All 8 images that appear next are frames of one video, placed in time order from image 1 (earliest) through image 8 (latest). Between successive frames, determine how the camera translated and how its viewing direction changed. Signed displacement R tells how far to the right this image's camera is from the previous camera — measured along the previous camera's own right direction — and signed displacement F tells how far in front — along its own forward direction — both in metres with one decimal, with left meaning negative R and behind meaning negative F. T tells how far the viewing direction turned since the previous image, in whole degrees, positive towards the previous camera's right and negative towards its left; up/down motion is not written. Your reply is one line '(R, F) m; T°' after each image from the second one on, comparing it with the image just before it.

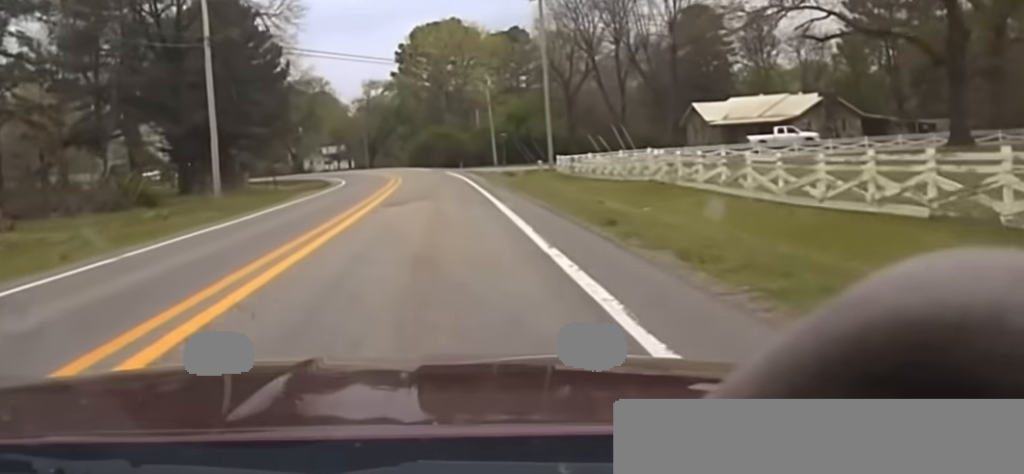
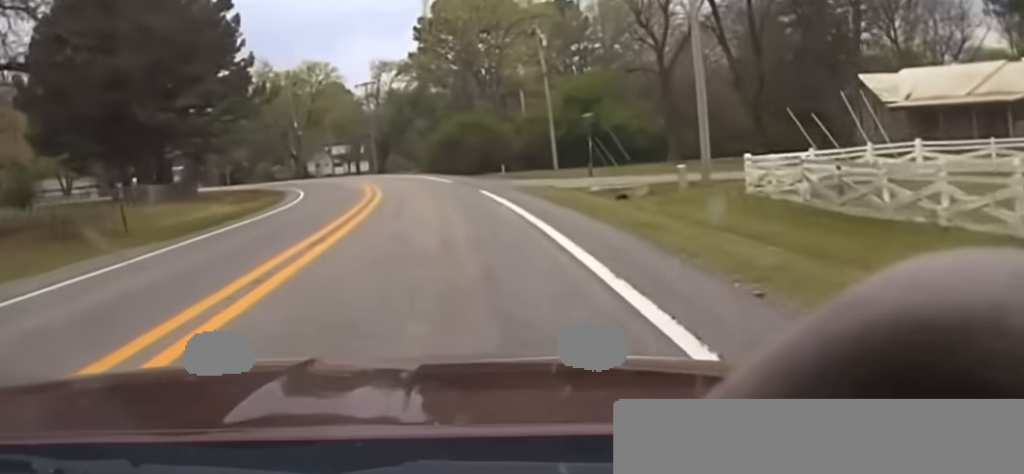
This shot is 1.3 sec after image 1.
(+0.7, +44.1) m; -4°
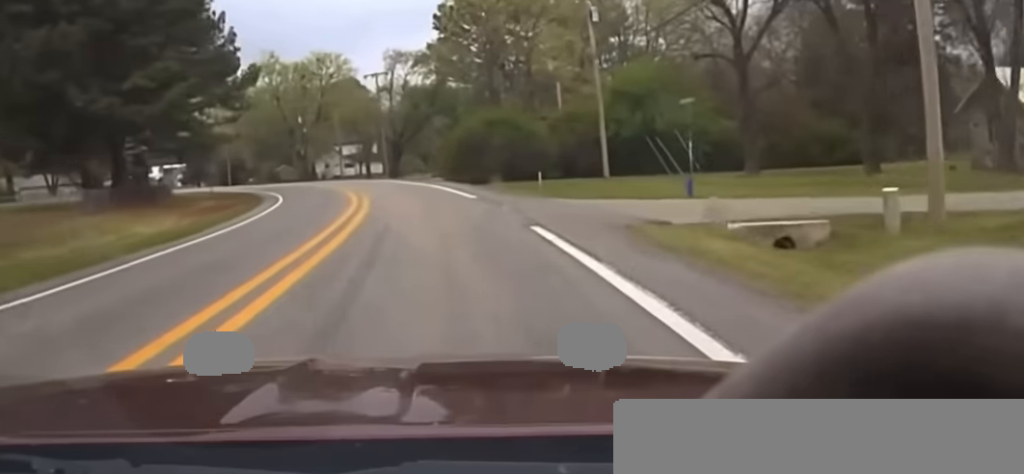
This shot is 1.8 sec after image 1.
(-1.6, +16.6) m; -4°
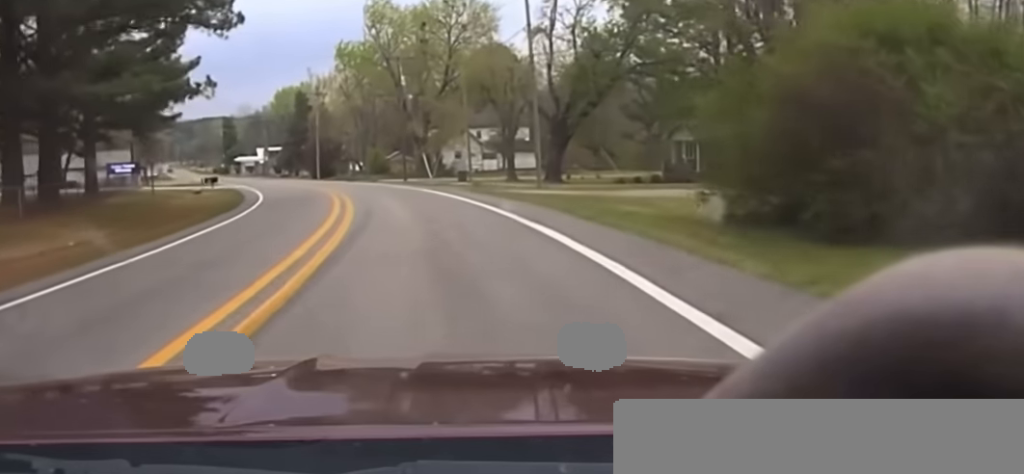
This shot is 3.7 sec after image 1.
(-3.8, +53.6) m; -7°
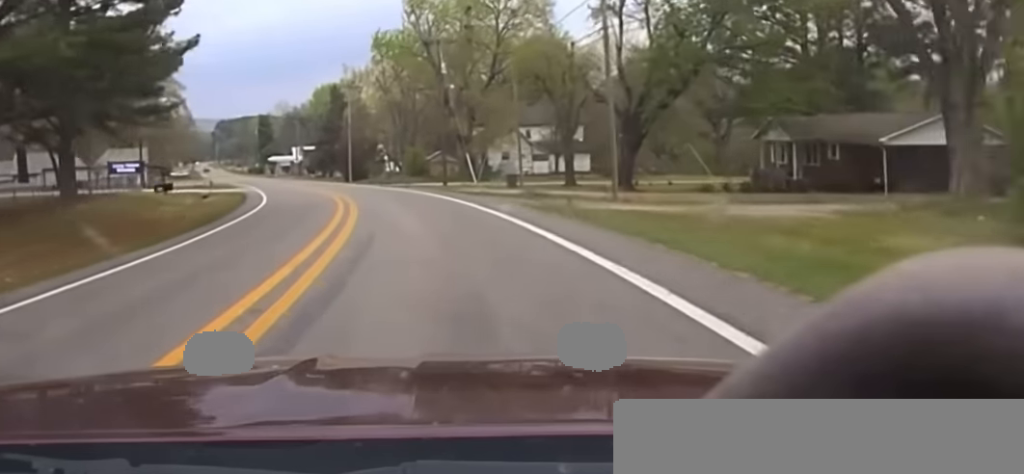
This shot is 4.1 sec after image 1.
(-0.1, +12.5) m; -2°
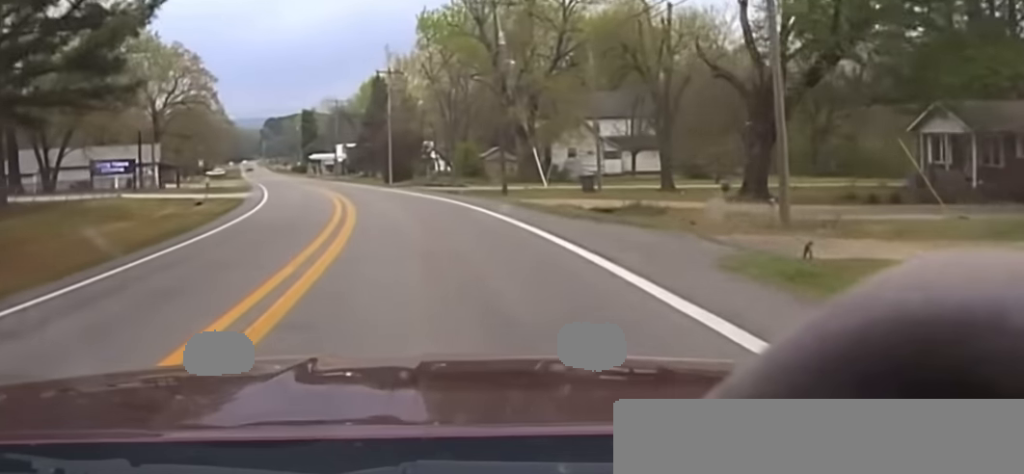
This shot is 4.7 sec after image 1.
(-0.5, +16.1) m; -3°
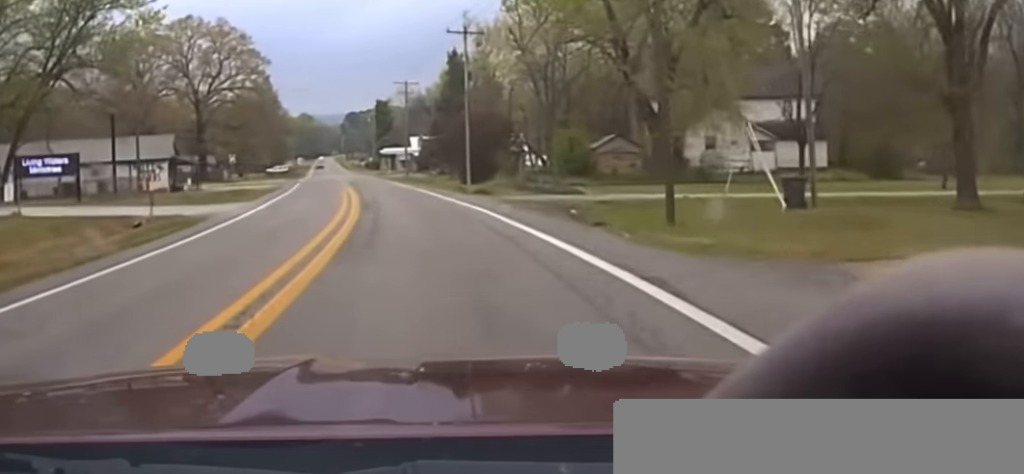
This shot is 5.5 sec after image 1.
(-0.8, +23.4) m; -4°
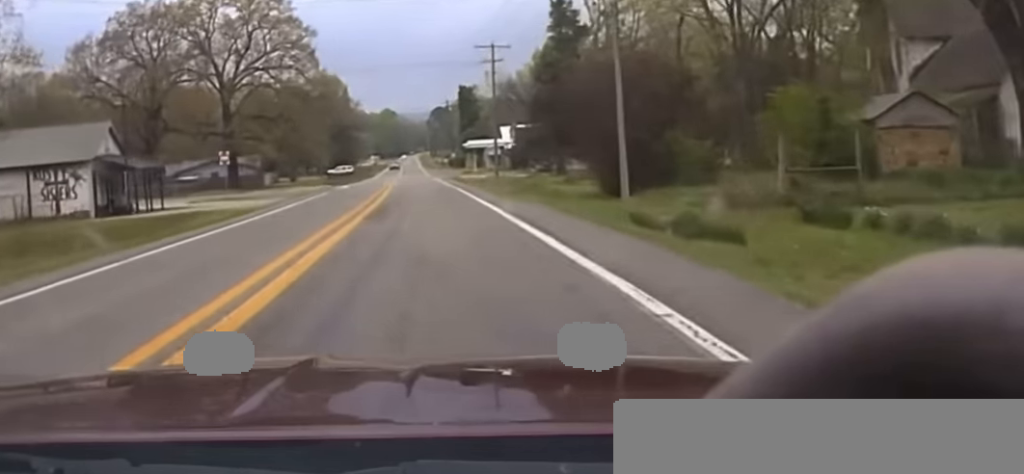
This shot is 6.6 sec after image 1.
(-1.8, +34.0) m; -4°
